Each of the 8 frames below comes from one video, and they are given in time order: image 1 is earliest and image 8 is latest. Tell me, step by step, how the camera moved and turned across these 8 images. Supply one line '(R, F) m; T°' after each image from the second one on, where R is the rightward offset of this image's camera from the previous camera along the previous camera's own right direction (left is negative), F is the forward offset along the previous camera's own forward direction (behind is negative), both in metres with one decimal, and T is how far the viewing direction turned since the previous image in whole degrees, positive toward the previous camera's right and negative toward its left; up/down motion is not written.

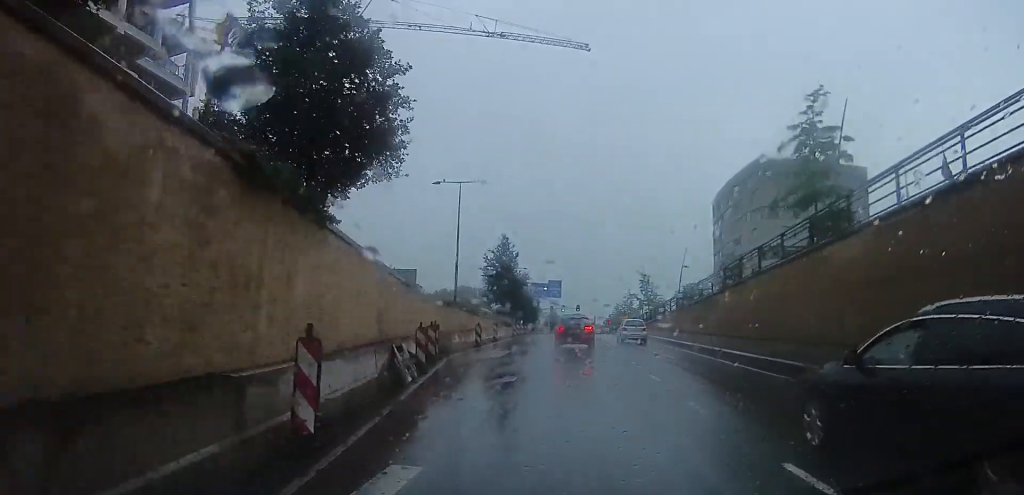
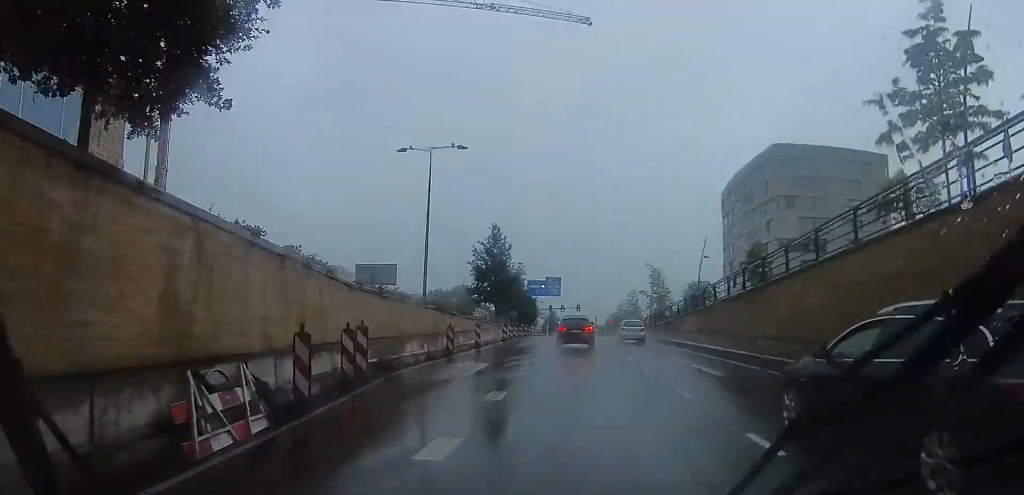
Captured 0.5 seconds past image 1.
(-0.3, +6.7) m; -2°
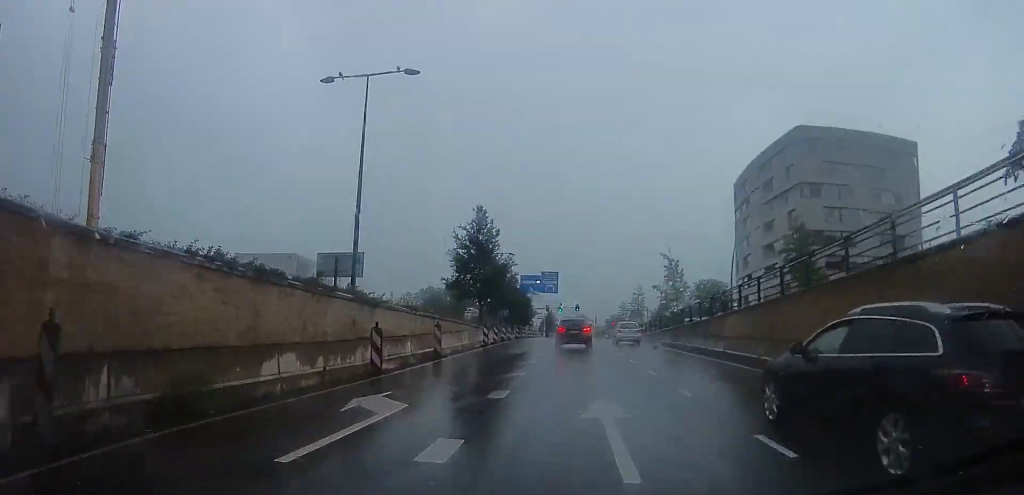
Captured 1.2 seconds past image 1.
(-0.2, +8.0) m; -1°
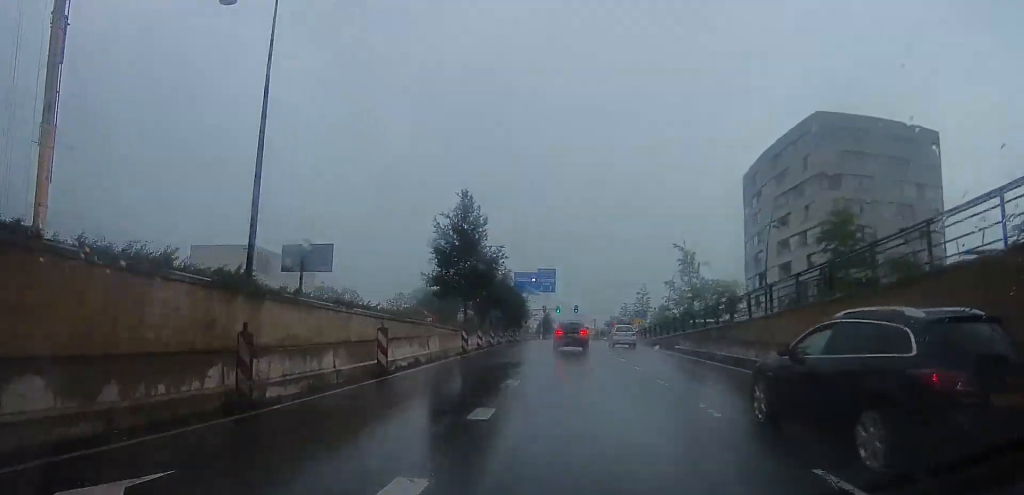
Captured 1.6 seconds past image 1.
(0.0, +5.5) m; 0°
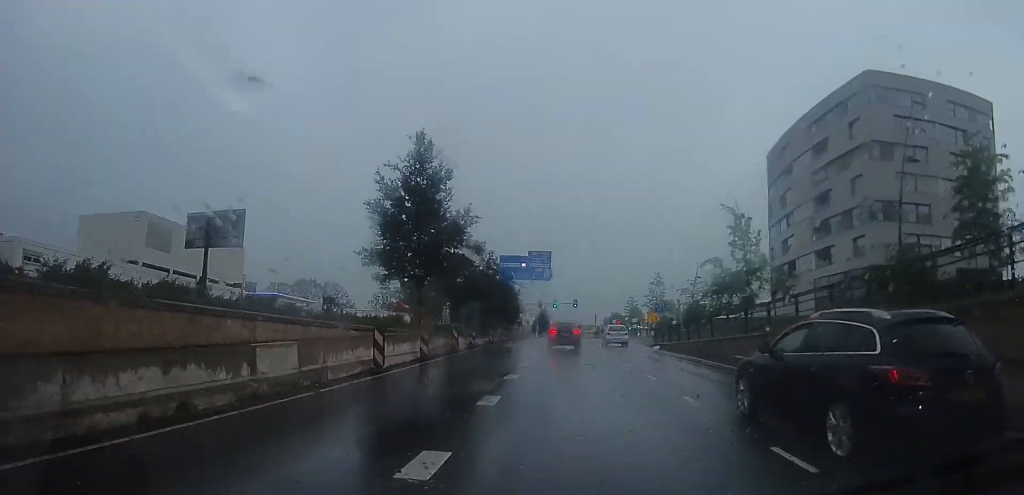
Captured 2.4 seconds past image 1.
(0.0, +10.6) m; 0°
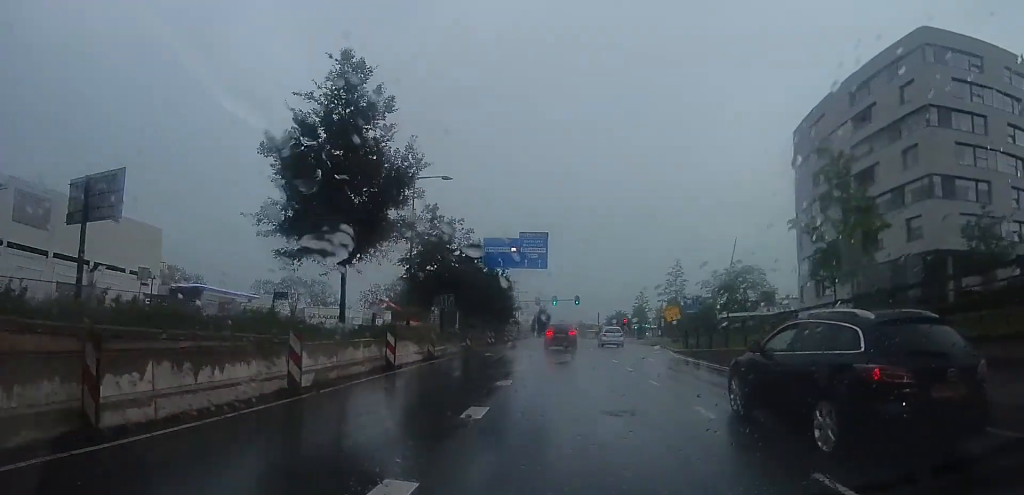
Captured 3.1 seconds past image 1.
(0.0, +8.5) m; +1°
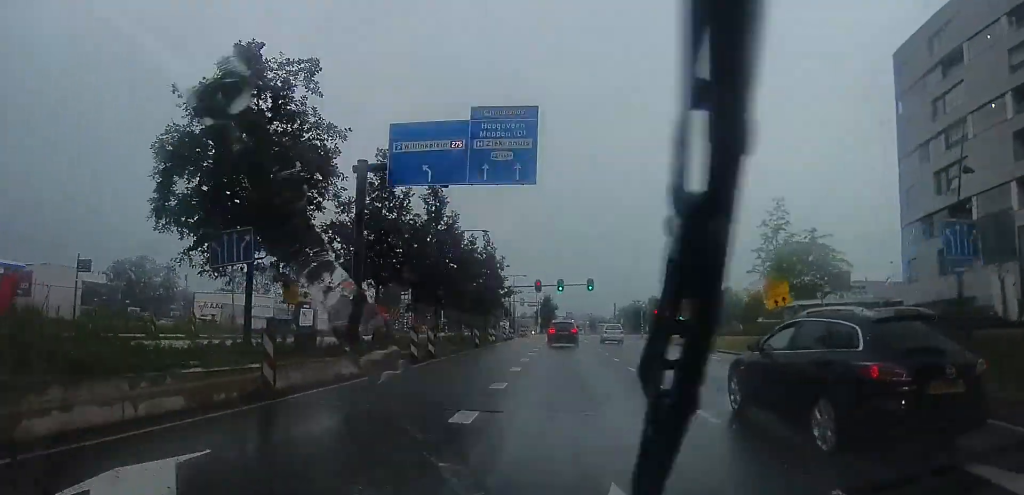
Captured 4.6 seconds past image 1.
(+1.1, +19.5) m; +7°
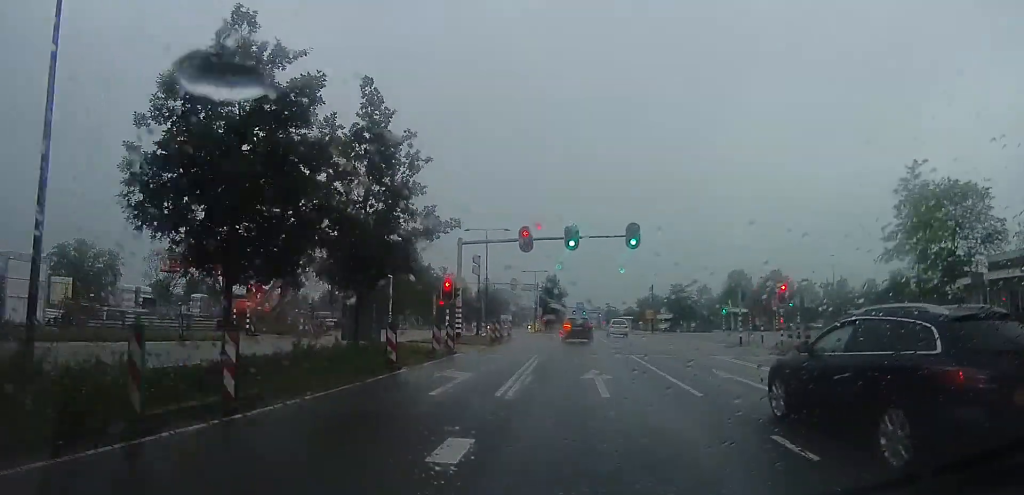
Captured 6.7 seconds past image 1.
(+0.6, +31.4) m; -2°
